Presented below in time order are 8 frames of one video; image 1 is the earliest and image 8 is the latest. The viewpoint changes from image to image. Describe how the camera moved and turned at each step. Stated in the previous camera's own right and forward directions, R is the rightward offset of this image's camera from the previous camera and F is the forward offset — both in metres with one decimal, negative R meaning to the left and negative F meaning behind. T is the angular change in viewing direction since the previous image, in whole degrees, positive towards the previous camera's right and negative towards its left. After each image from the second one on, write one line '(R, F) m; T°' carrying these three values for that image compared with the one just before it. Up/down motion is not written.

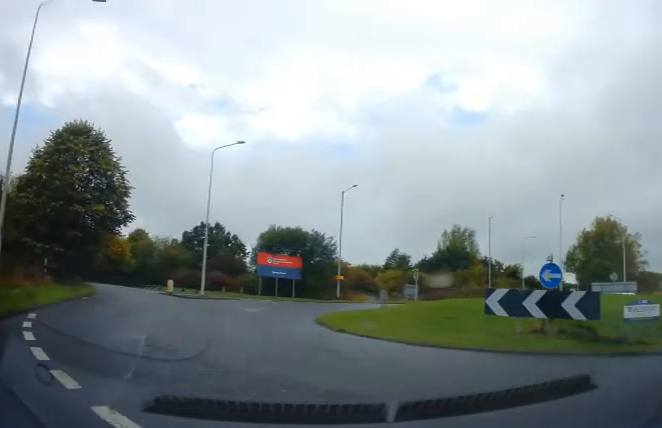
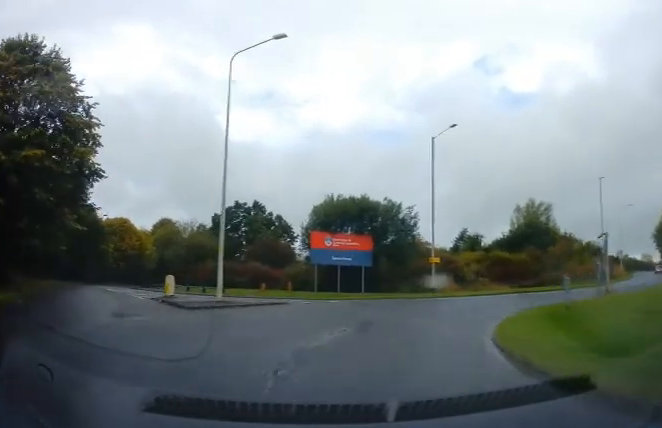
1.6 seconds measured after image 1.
(-0.7, +13.8) m; +4°
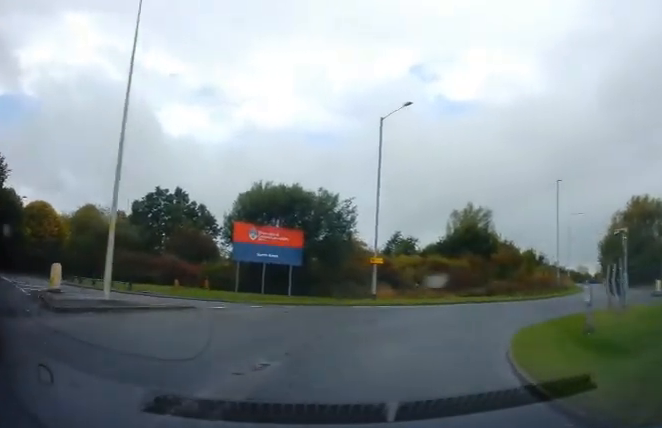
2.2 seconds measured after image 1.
(-0.2, +4.7) m; +9°
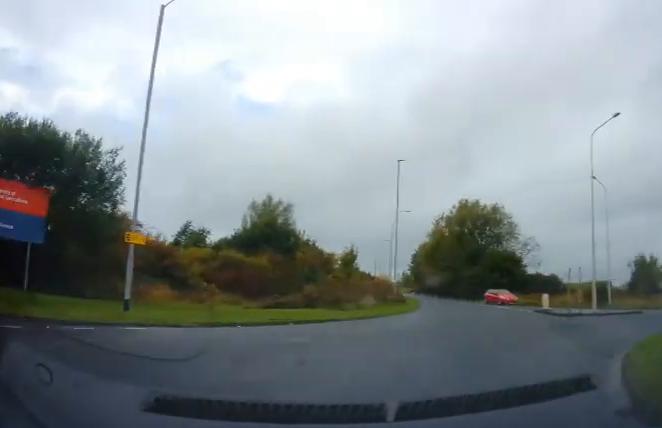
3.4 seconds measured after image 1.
(+2.7, +10.6) m; +24°
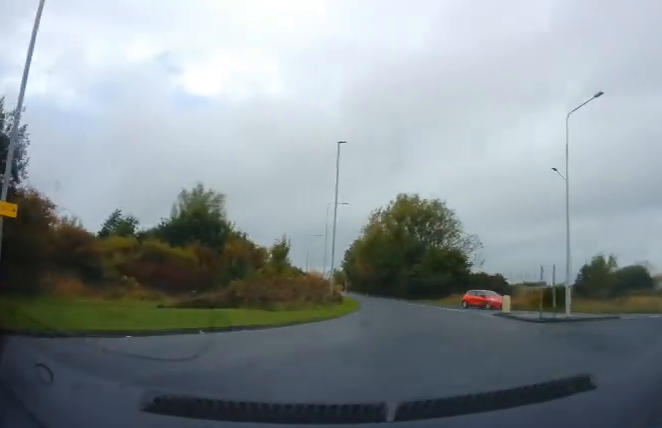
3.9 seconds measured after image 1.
(+0.4, +4.2) m; +5°
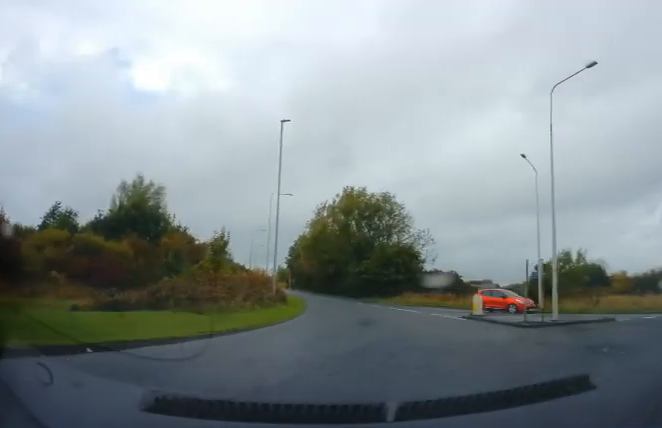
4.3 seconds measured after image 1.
(0.0, +3.4) m; +4°
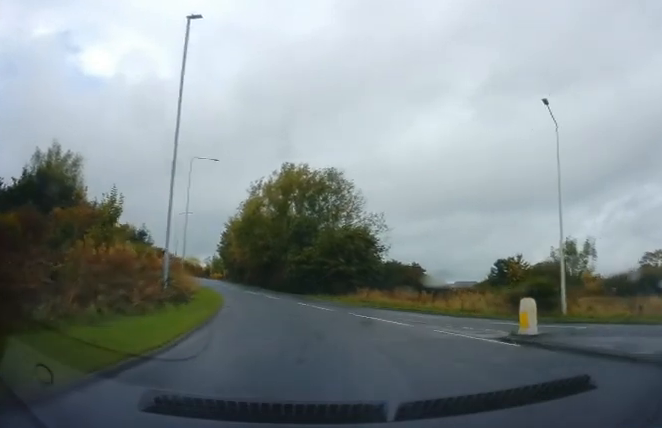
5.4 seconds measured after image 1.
(+0.7, +10.8) m; +4°
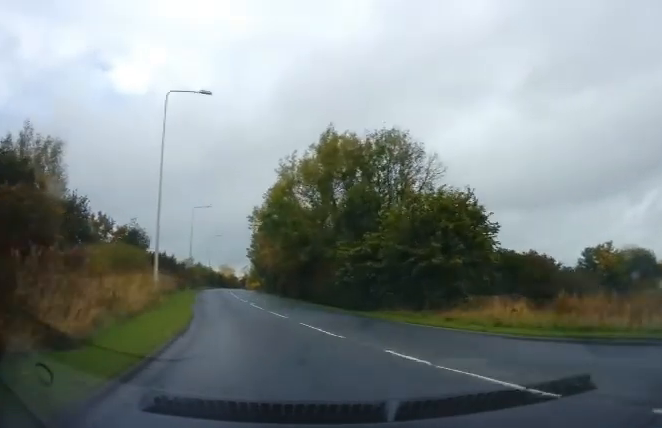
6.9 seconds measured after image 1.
(-0.4, +16.1) m; -6°
